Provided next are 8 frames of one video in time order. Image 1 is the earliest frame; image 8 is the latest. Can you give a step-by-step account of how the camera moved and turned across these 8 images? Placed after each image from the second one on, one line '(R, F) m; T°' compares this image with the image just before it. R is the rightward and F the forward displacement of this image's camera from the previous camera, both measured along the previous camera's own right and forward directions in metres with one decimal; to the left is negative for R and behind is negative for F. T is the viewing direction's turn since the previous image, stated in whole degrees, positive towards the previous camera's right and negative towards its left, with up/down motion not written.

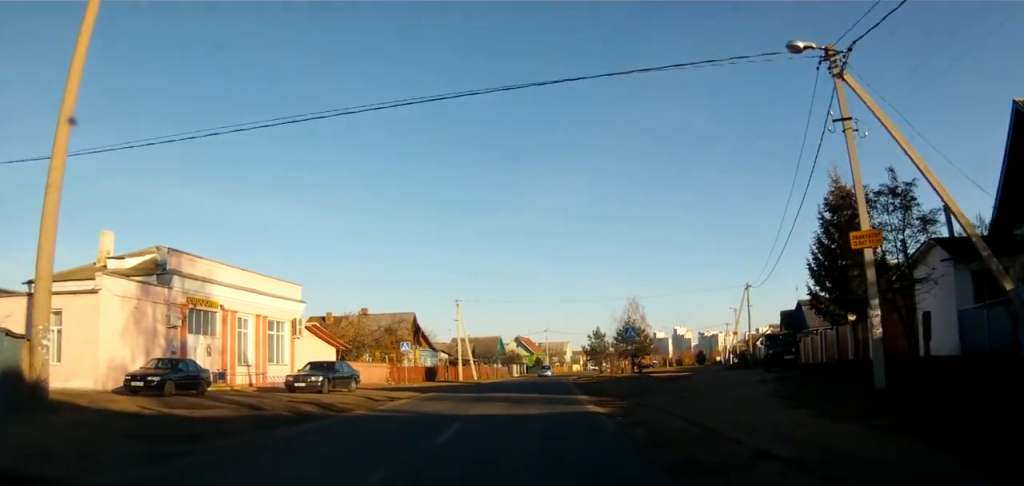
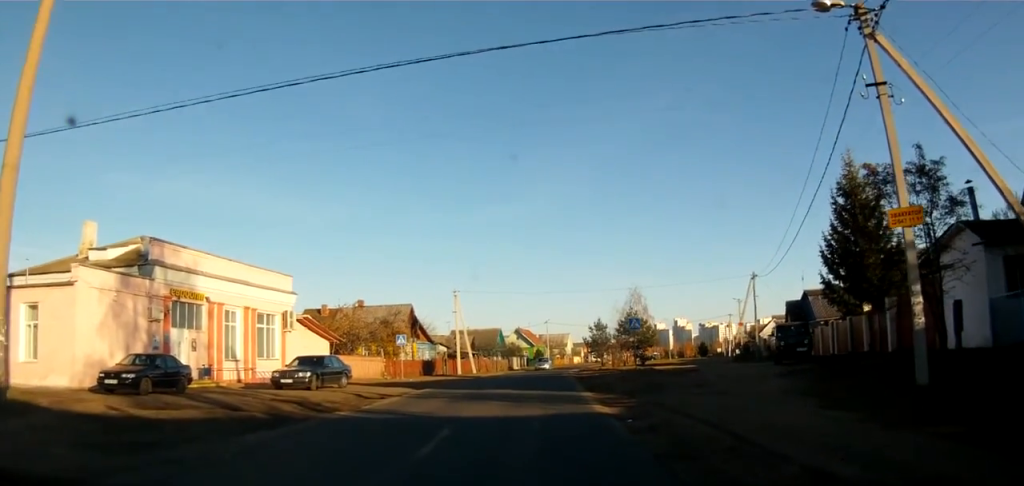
(+0.3, +1.7) m; +7°
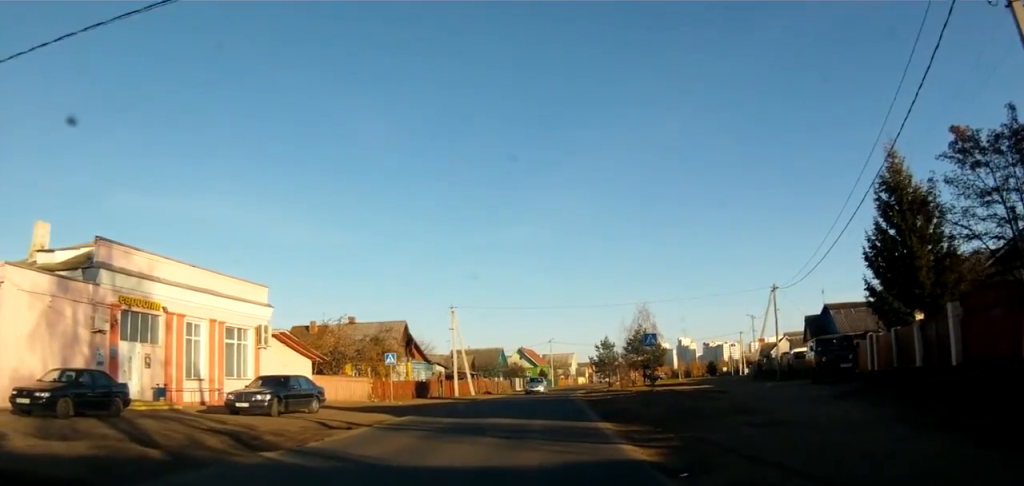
(+0.4, +5.1) m; +3°
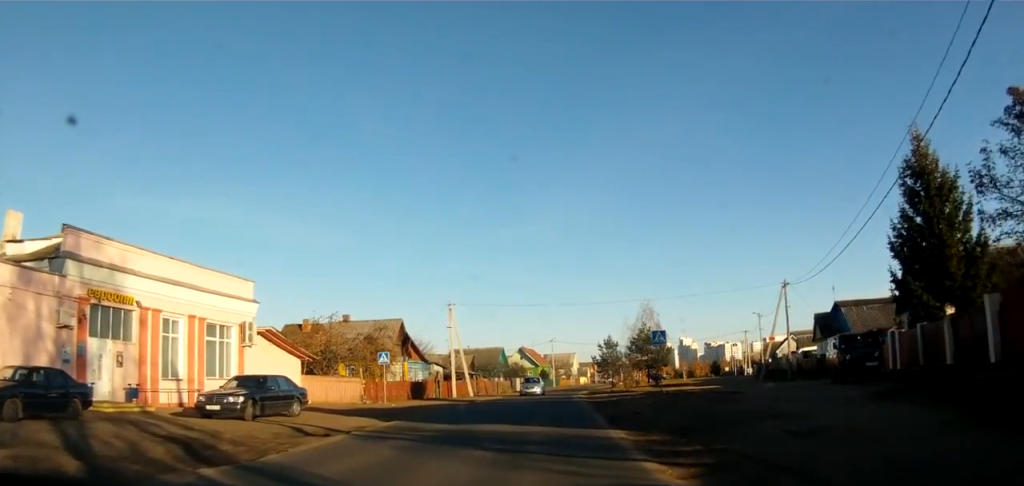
(0.0, +2.4) m; -3°
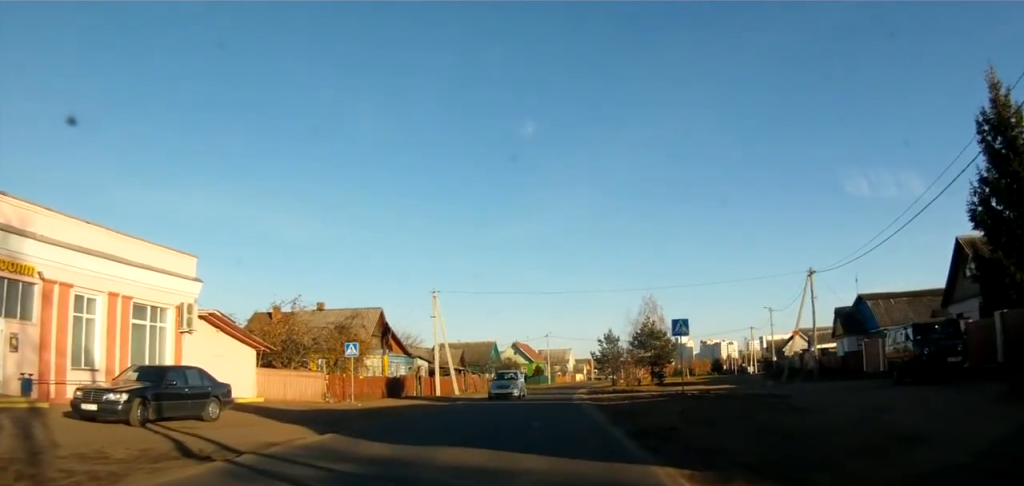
(-0.4, +6.2) m; 0°
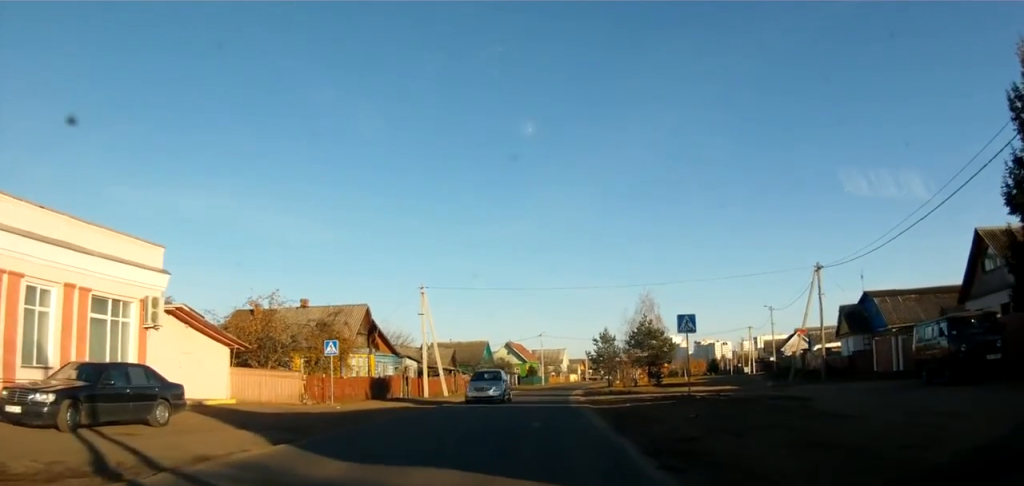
(+0.2, +2.5) m; +3°
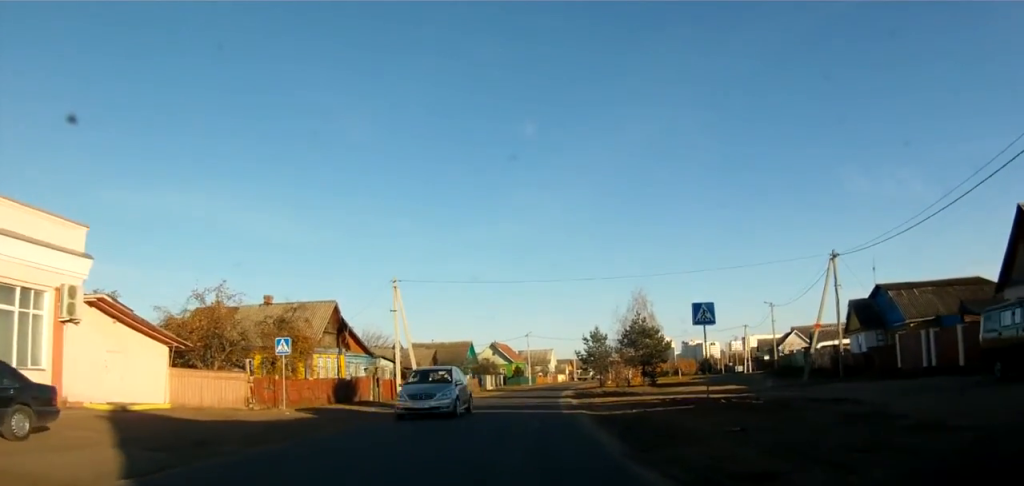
(+0.2, +4.6) m; +6°
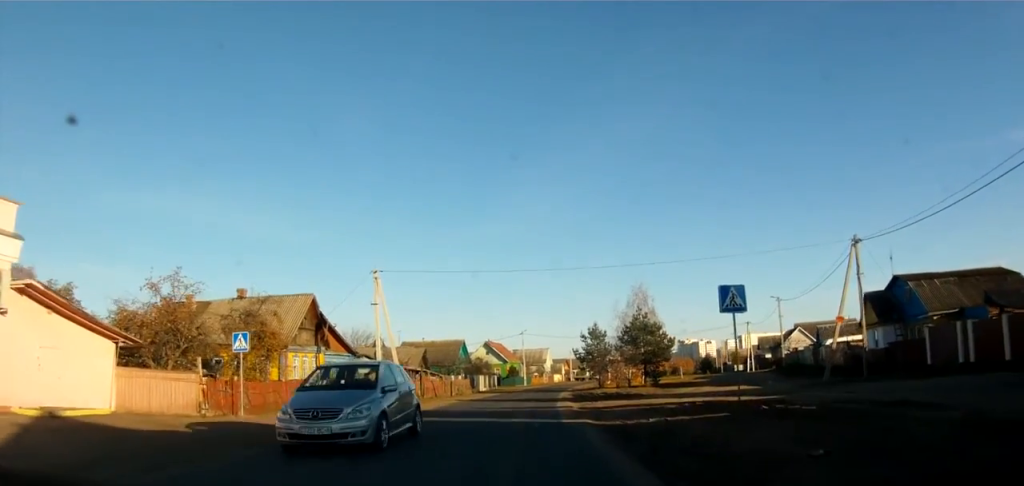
(+0.2, +3.3) m; 0°
